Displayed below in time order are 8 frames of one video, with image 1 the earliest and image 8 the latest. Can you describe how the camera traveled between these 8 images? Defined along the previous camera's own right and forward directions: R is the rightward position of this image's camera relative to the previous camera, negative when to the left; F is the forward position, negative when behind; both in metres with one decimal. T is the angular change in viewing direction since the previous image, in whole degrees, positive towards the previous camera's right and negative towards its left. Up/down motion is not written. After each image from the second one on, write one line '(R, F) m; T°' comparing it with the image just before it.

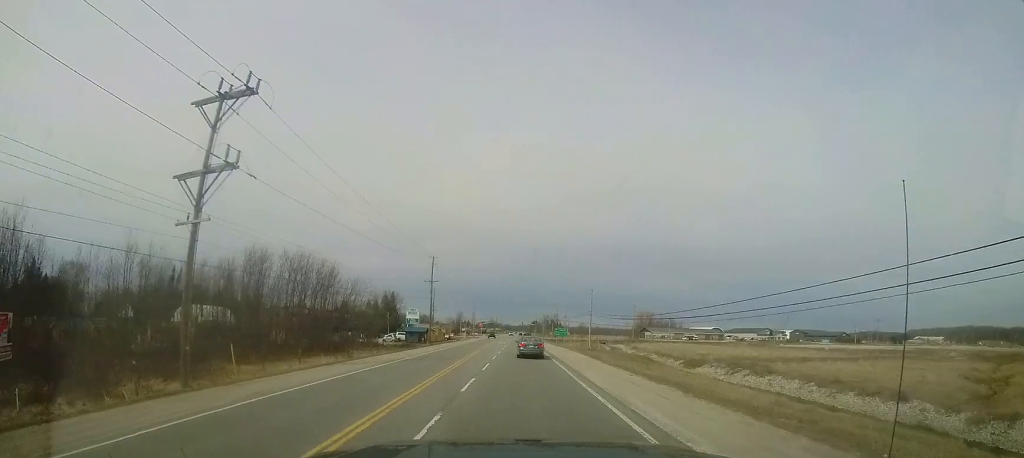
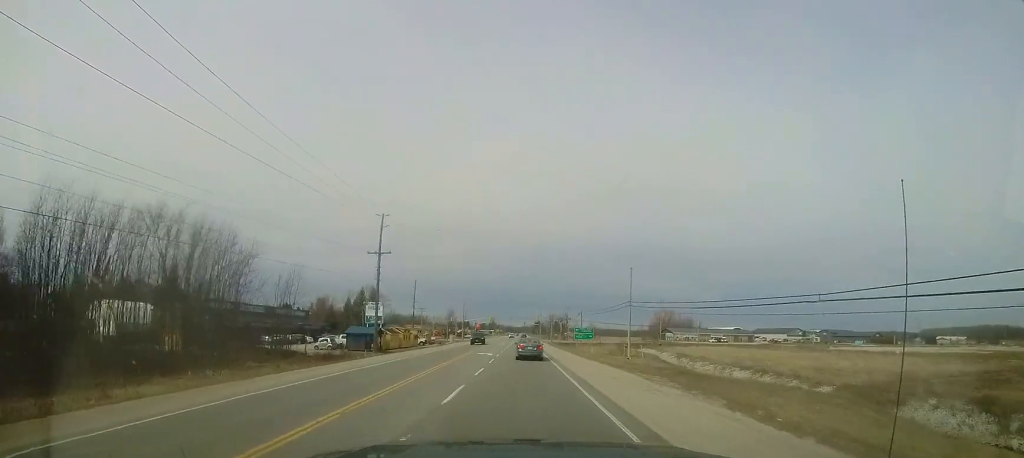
(-0.7, +25.7) m; -2°
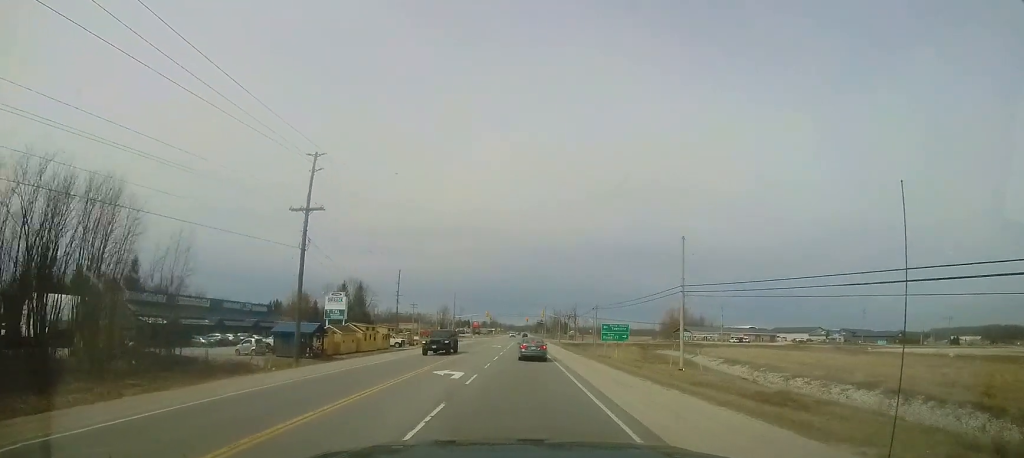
(-0.1, +15.3) m; 0°
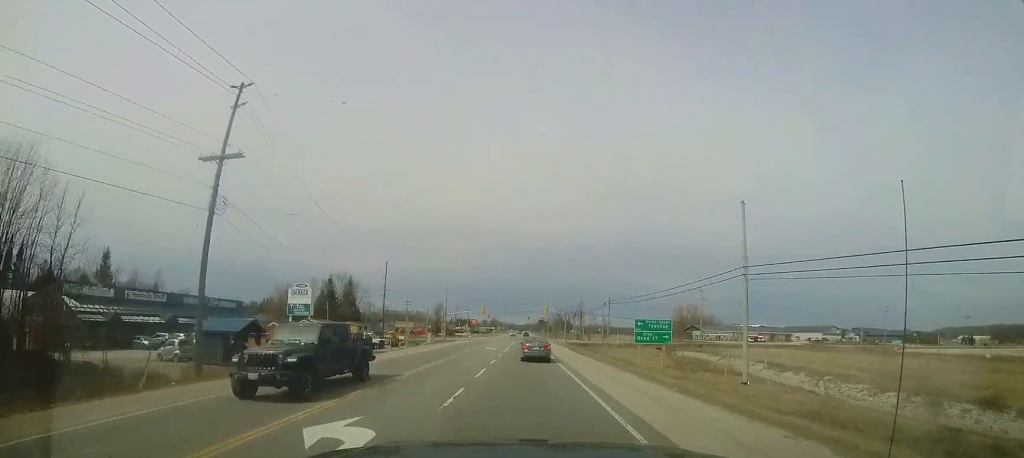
(0.0, +9.7) m; 0°
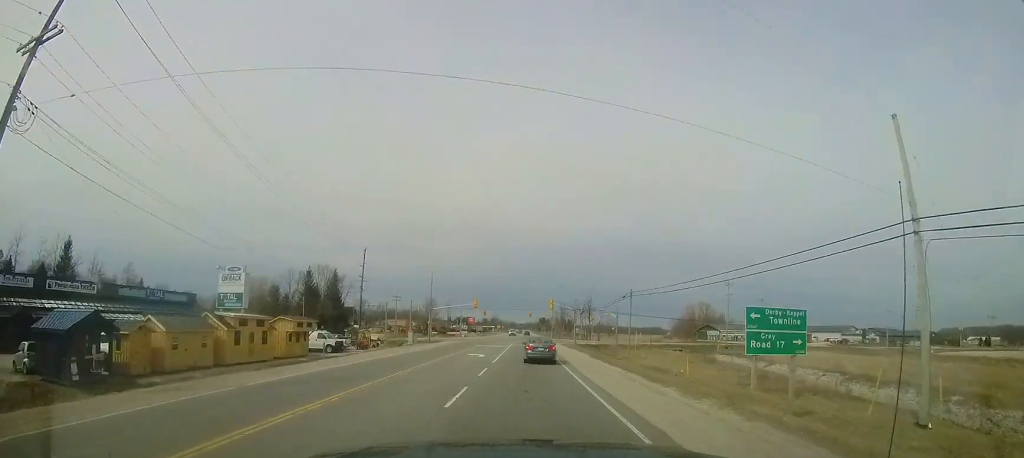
(+0.1, +12.8) m; +1°
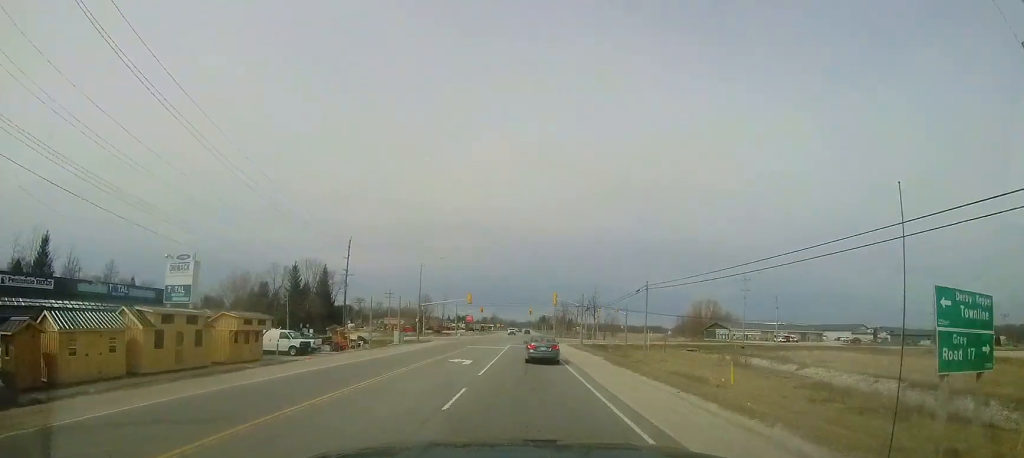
(+0.1, +6.5) m; 0°
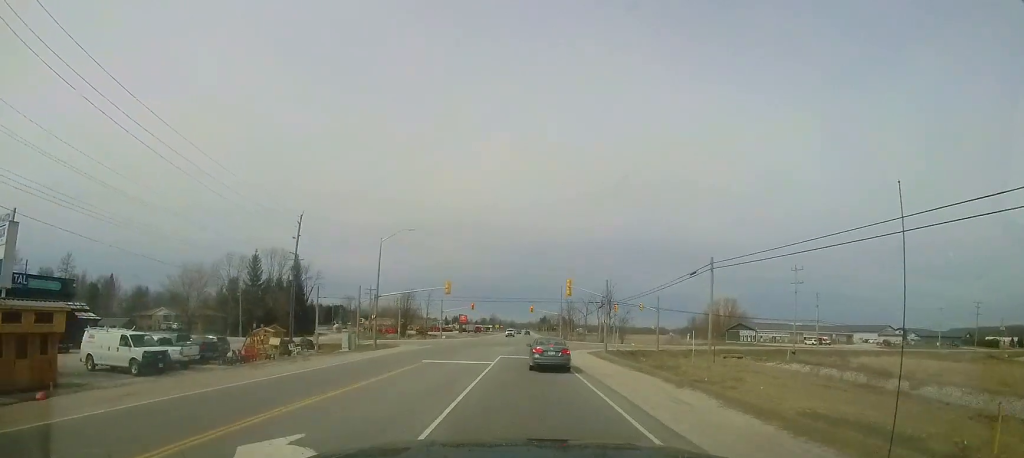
(-0.2, +15.0) m; -2°
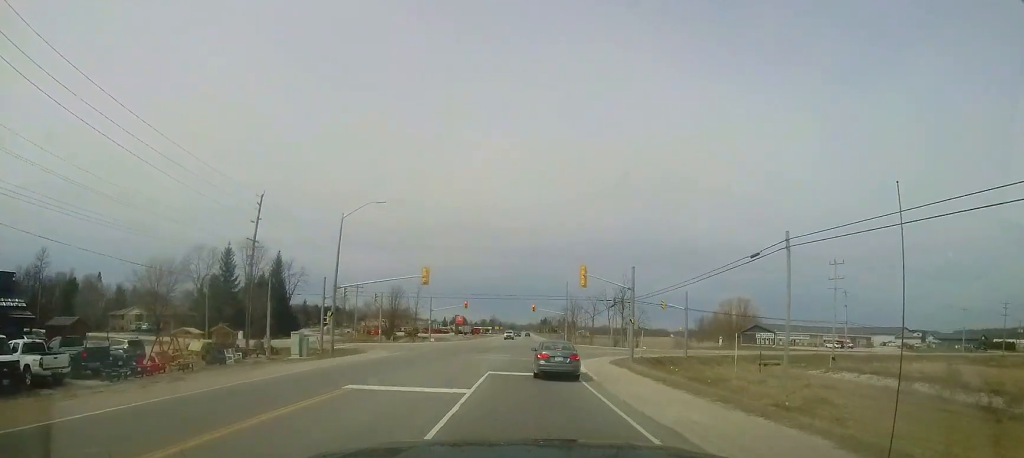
(-0.1, +8.6) m; 0°
